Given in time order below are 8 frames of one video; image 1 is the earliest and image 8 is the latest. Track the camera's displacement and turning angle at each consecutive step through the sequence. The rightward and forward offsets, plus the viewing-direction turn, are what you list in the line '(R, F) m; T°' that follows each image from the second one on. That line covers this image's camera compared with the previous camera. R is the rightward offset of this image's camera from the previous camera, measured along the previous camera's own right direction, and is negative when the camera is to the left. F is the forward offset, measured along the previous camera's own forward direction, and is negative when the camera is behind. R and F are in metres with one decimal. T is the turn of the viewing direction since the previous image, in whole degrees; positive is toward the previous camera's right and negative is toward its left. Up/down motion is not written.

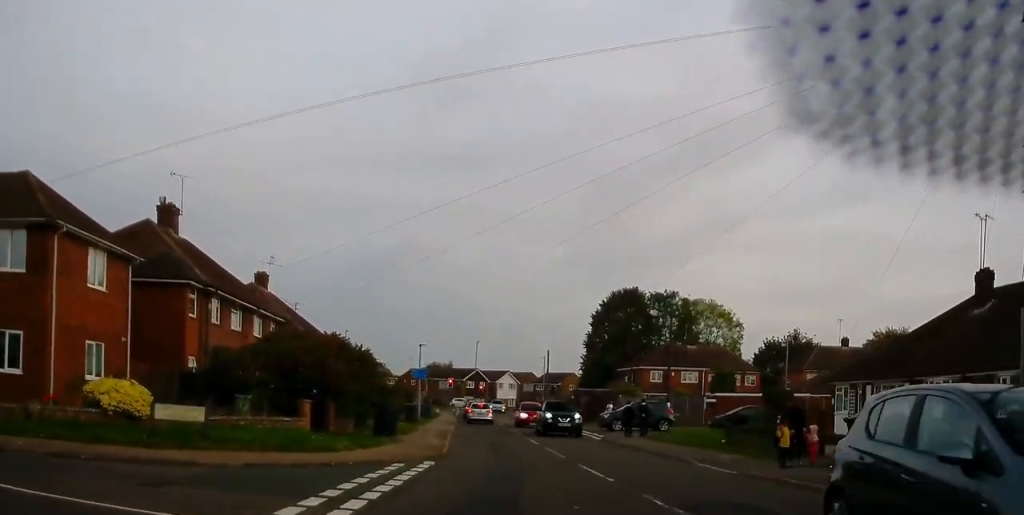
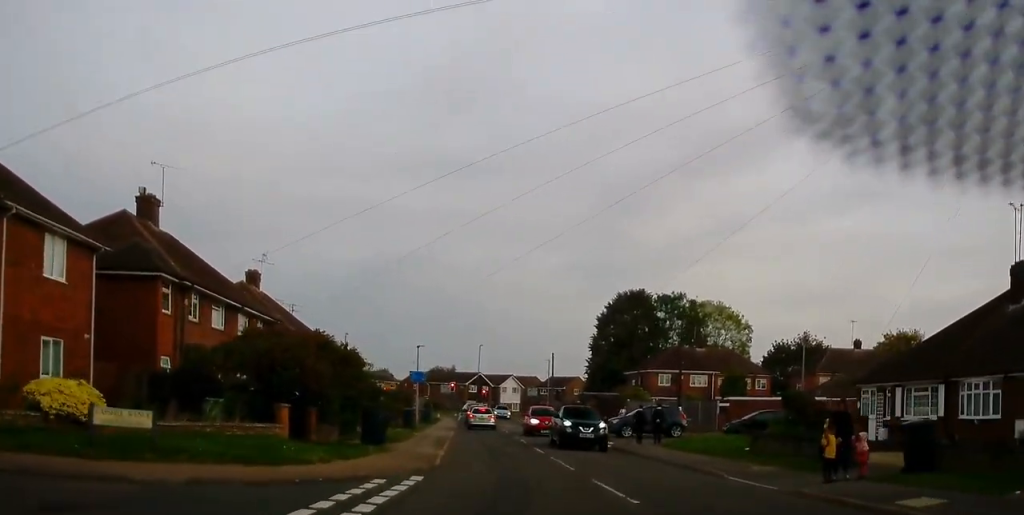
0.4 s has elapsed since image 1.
(0.0, +2.5) m; -1°
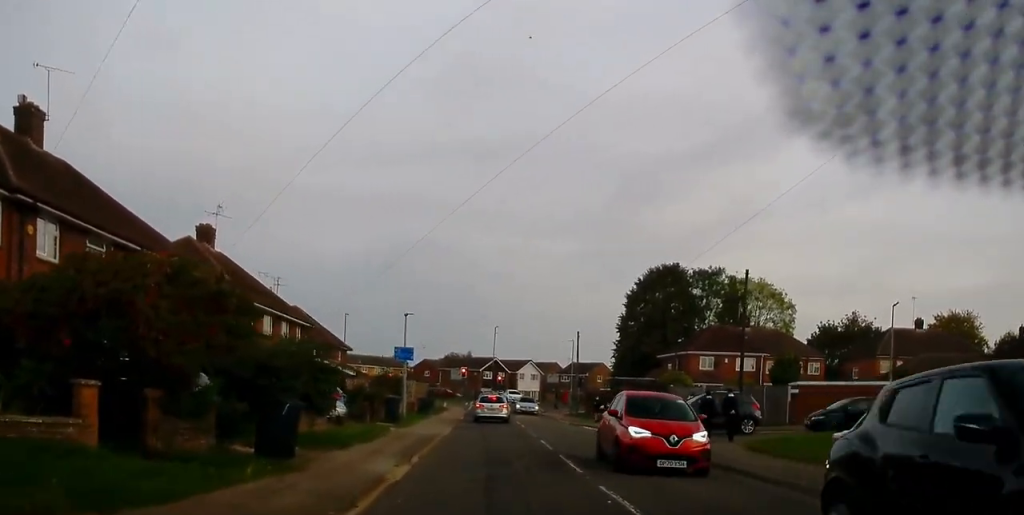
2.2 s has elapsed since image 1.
(-0.5, +10.2) m; -5°
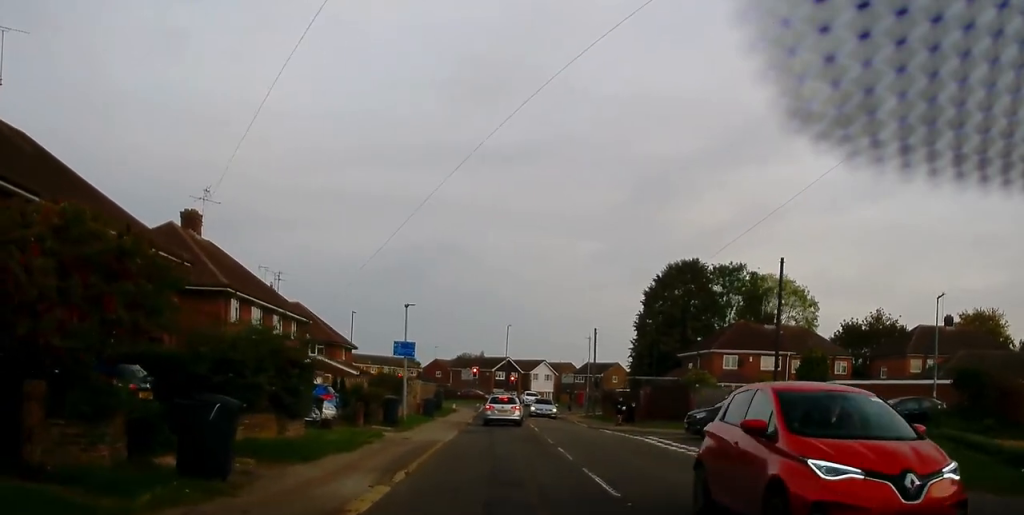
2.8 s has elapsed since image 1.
(0.0, +3.4) m; 0°
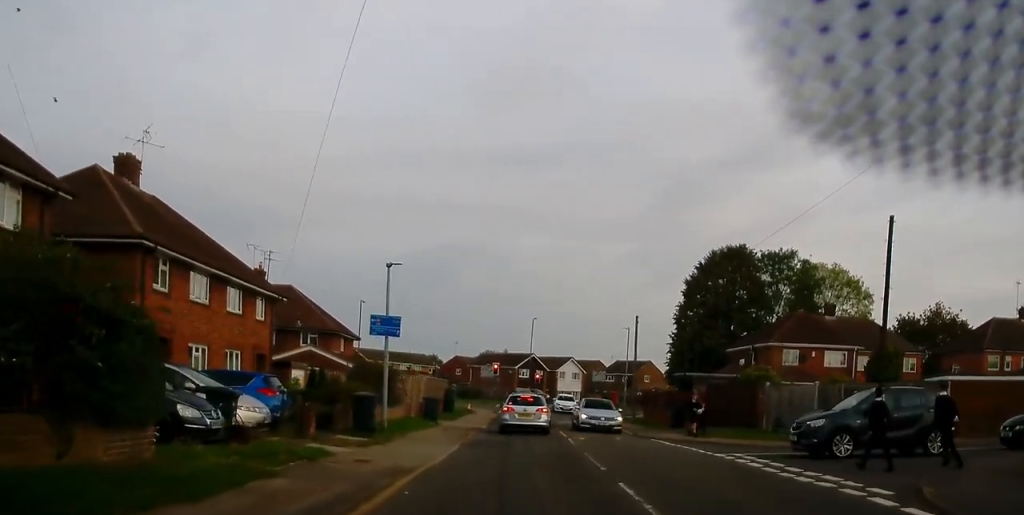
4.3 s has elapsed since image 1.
(0.0, +8.8) m; 0°
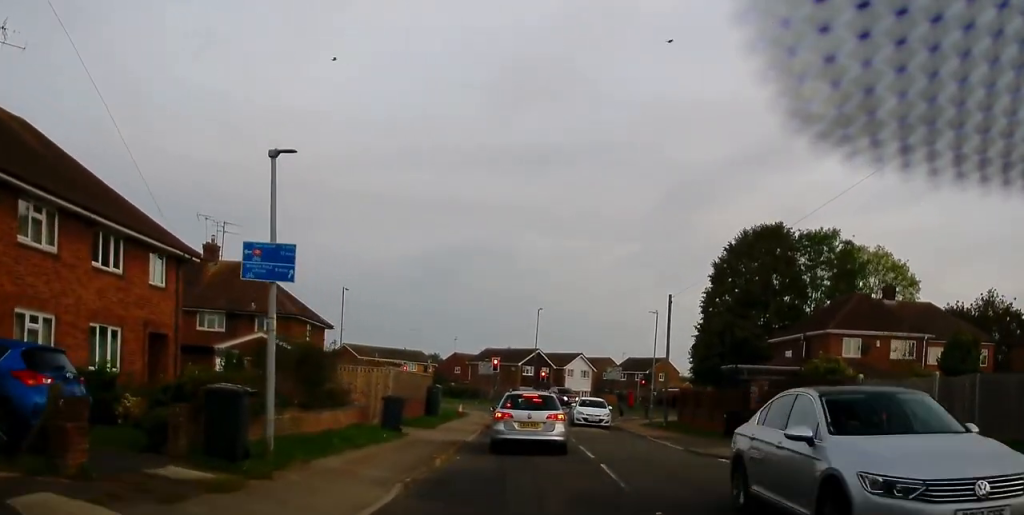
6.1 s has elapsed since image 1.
(0.0, +10.2) m; 0°
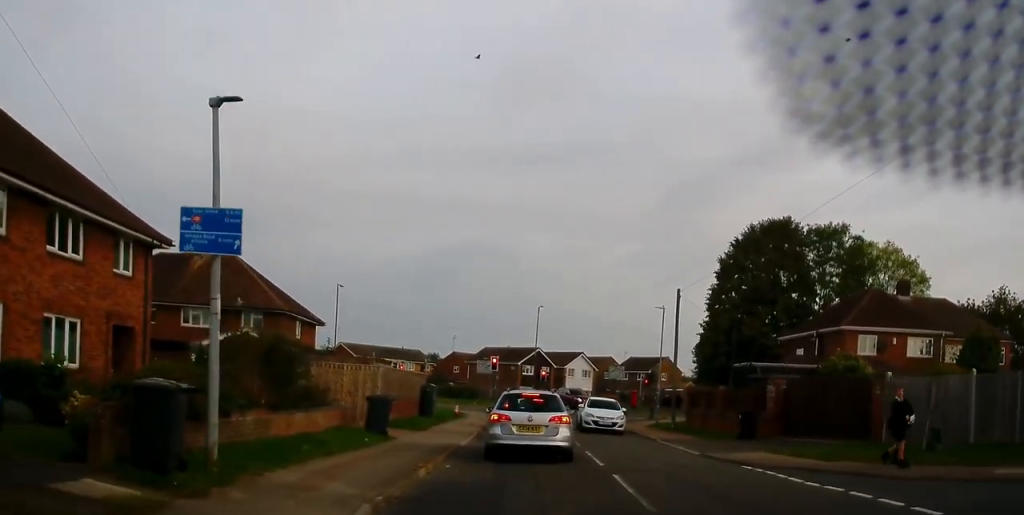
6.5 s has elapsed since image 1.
(0.0, +2.4) m; 0°
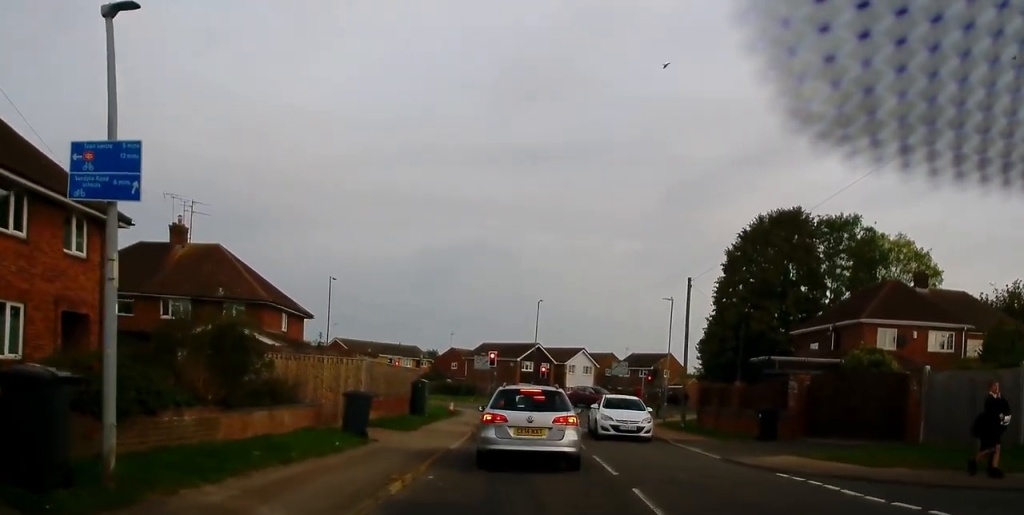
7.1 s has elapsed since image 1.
(0.0, +3.0) m; -1°
